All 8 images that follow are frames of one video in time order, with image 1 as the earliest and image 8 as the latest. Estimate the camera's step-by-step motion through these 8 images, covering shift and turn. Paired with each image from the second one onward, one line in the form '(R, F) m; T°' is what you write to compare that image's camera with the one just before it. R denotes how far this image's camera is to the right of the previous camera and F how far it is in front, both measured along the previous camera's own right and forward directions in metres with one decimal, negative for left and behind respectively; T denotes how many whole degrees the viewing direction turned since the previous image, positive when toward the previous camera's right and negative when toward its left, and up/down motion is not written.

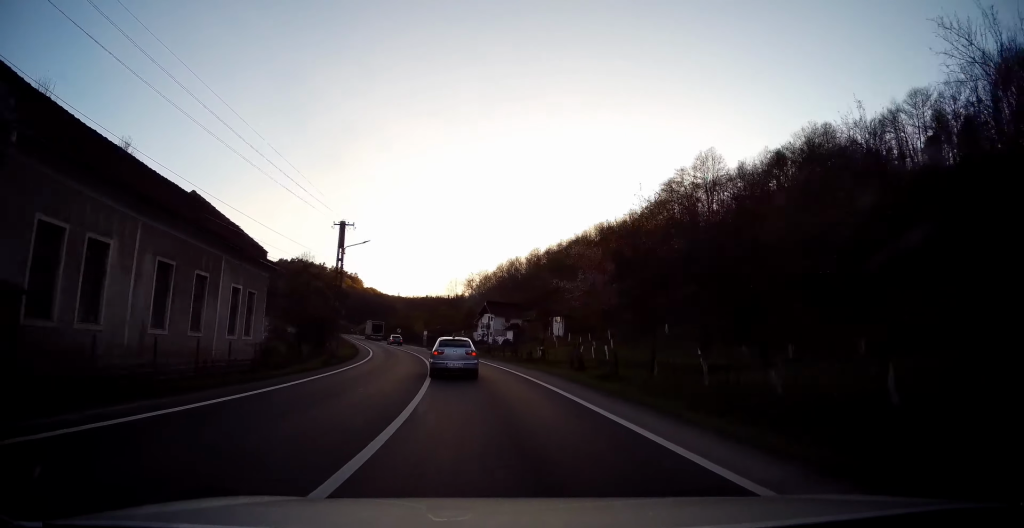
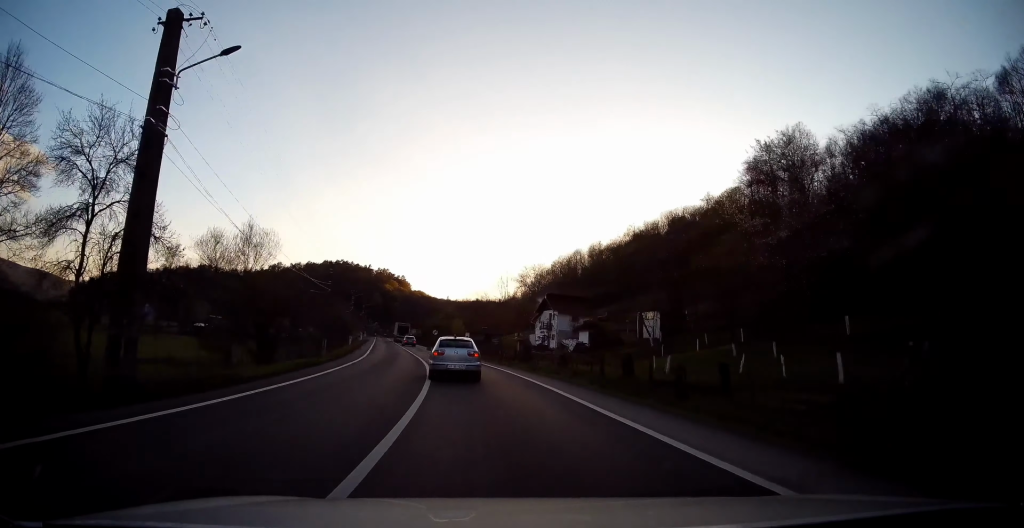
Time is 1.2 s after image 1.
(-0.9, +22.6) m; -4°
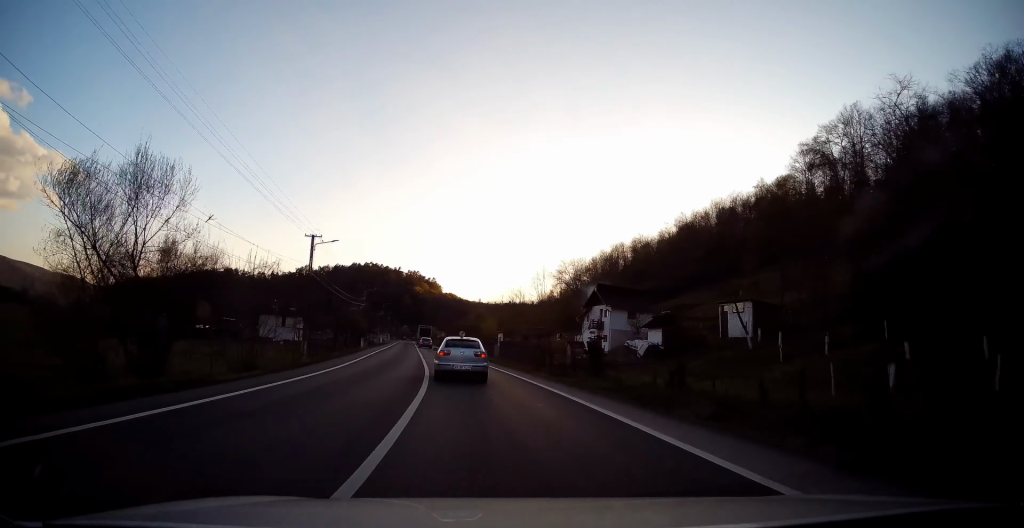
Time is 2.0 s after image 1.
(-0.2, +13.1) m; -3°
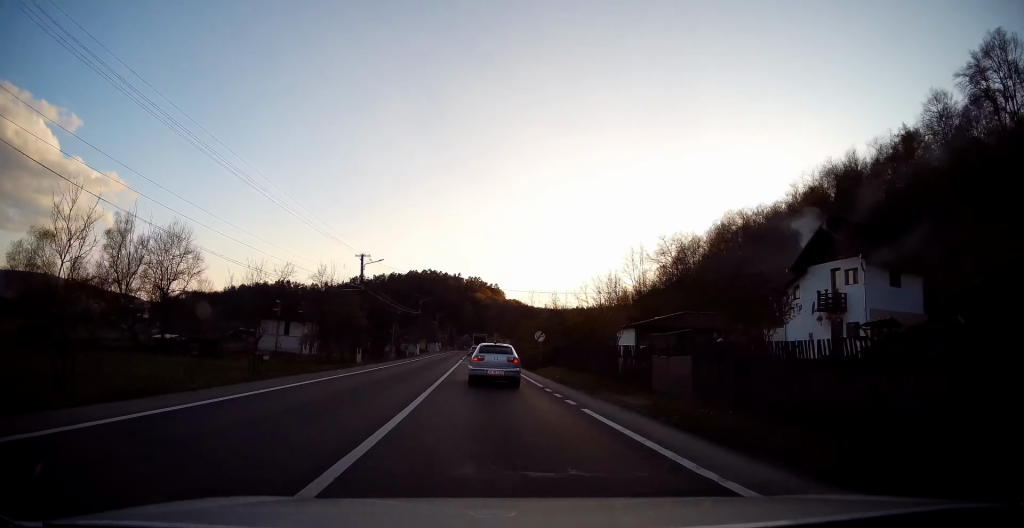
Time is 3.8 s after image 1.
(-2.7, +32.7) m; -8°
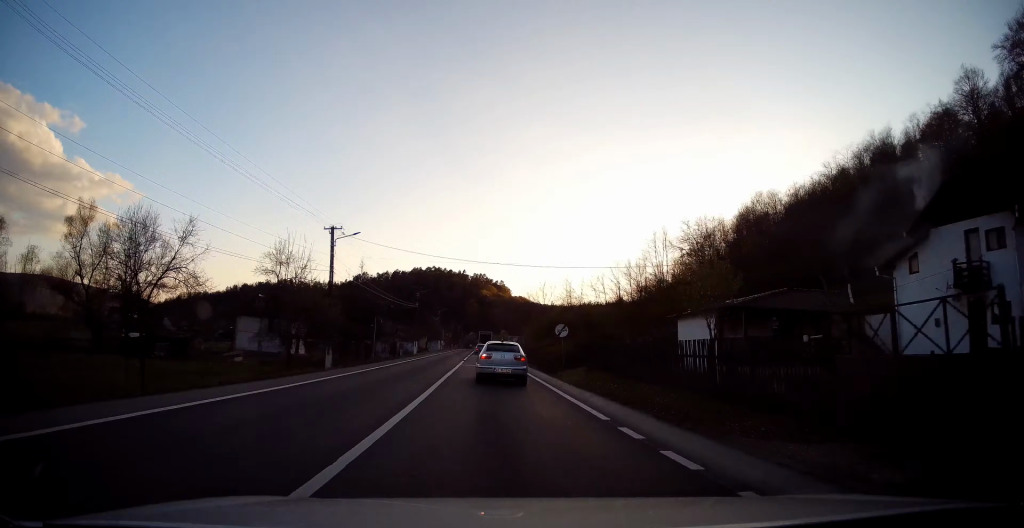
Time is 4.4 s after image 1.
(-0.2, +9.3) m; -2°
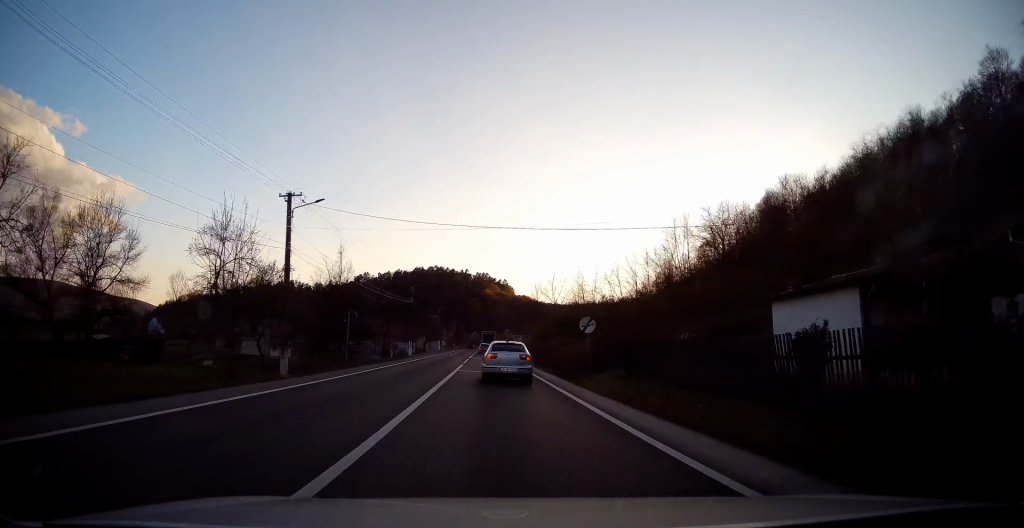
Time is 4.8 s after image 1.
(-0.1, +7.5) m; -1°
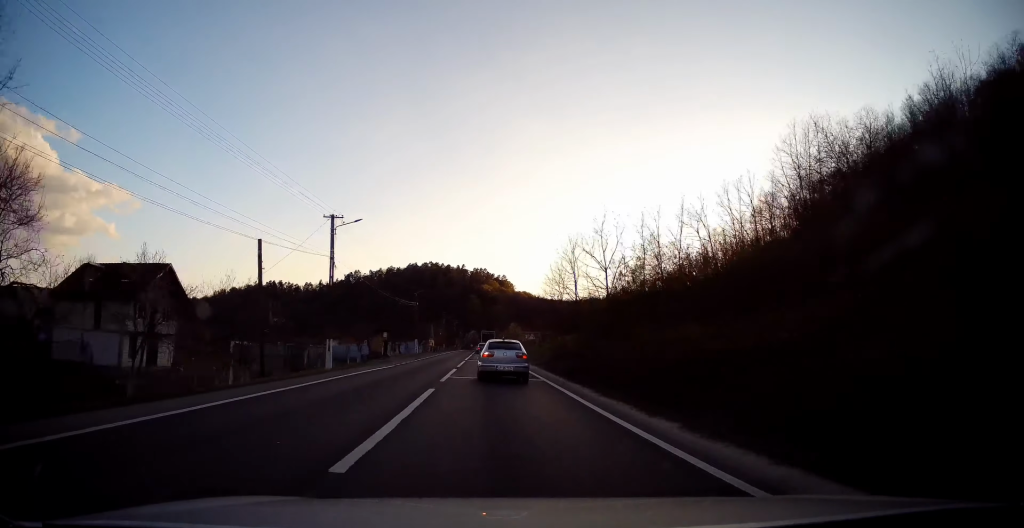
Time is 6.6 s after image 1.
(-0.1, +30.7) m; 0°
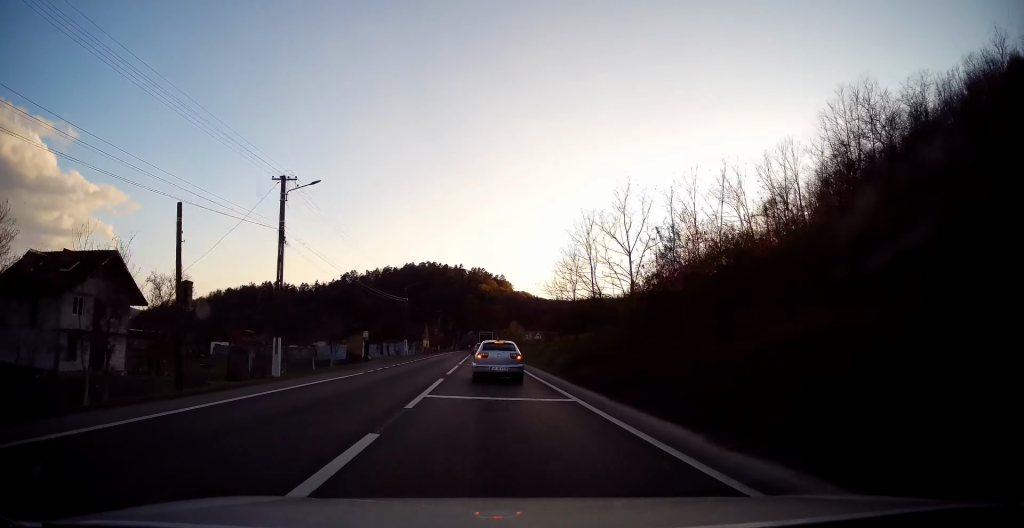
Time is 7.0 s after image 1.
(-0.2, +7.2) m; 0°
